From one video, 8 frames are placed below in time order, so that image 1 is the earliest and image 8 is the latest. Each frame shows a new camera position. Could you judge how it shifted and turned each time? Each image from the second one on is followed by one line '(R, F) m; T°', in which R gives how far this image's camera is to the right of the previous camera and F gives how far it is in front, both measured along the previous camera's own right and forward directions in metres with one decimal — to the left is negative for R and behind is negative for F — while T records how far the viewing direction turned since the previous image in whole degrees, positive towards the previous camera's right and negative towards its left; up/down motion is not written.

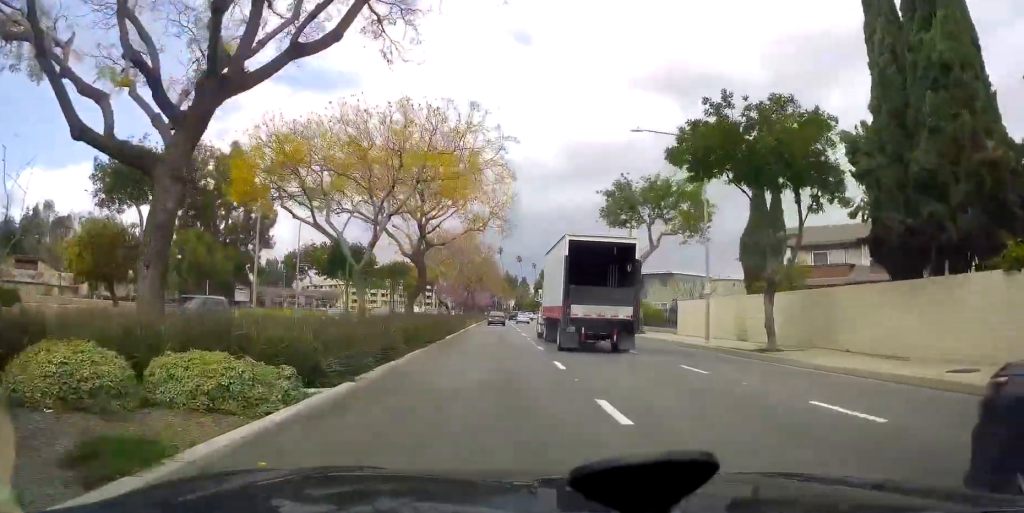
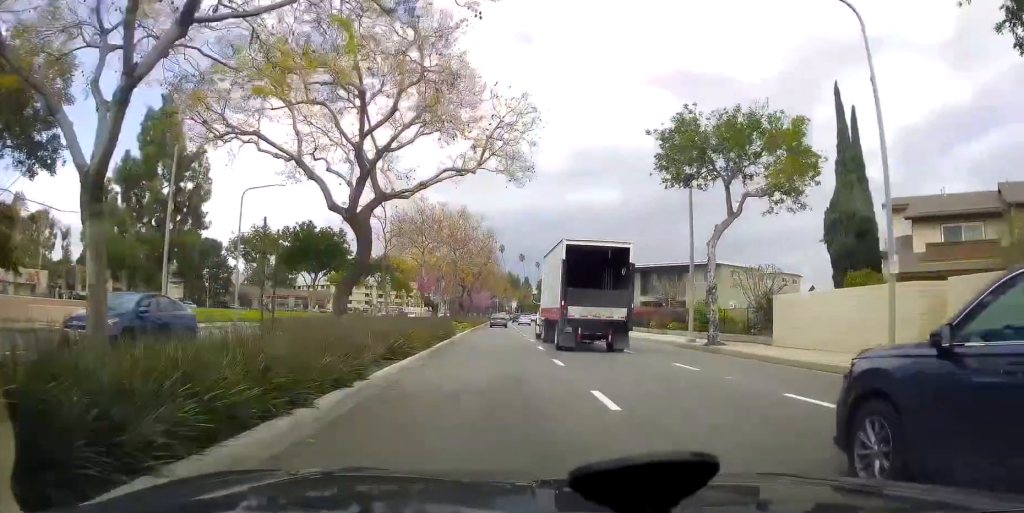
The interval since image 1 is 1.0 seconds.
(-0.4, +13.7) m; -1°
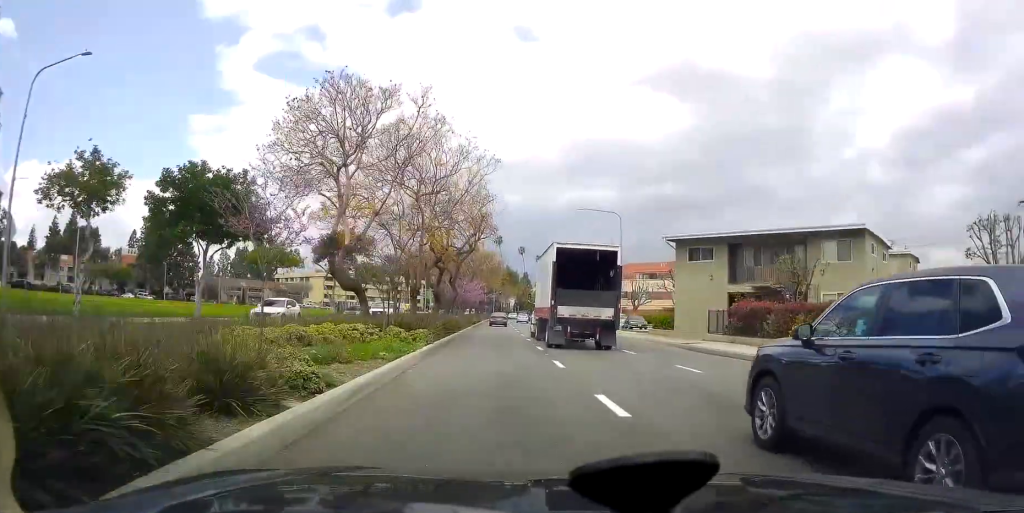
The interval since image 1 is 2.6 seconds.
(+0.5, +22.8) m; +3°
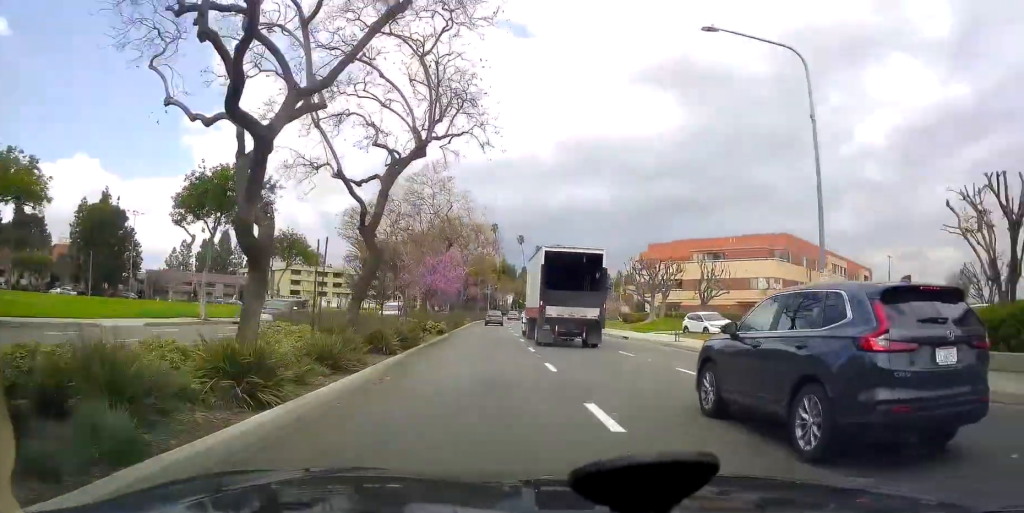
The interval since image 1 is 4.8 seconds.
(+0.1, +30.9) m; 0°
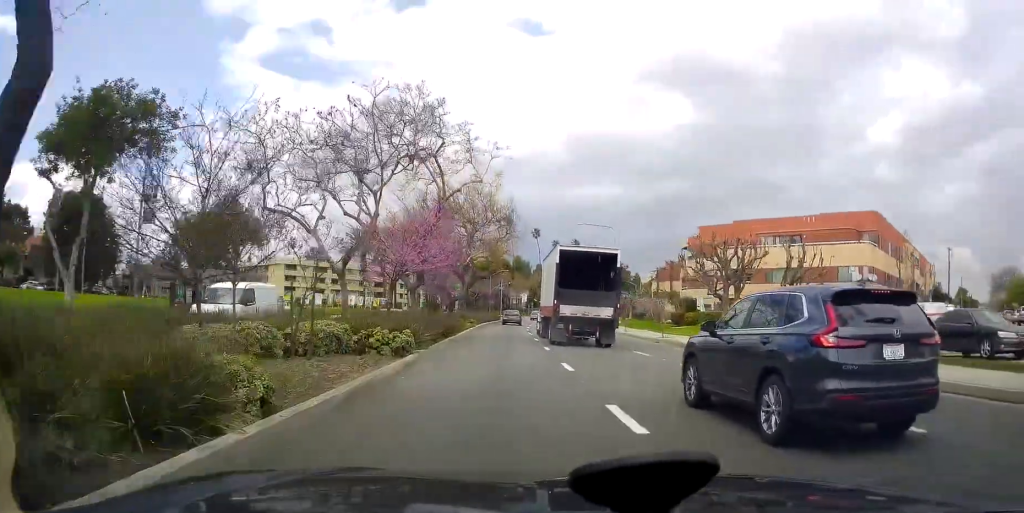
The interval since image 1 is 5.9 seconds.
(-0.1, +15.0) m; -1°
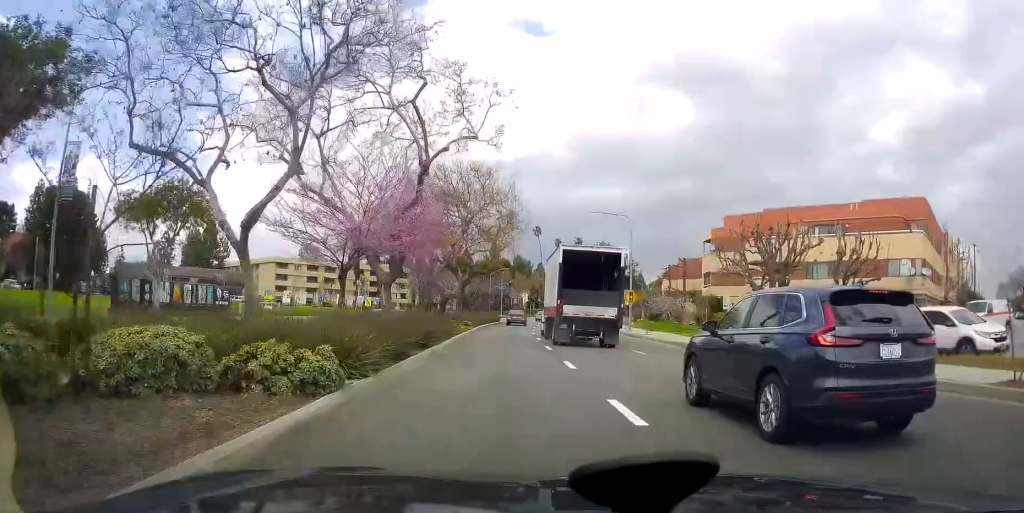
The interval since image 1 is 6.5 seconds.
(-0.1, +6.9) m; -1°
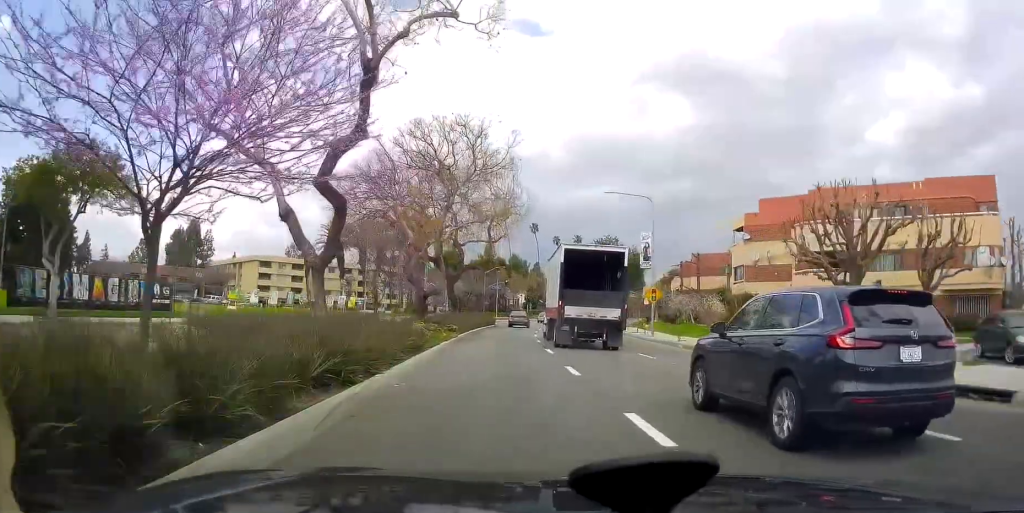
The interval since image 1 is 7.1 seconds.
(0.0, +8.5) m; -1°
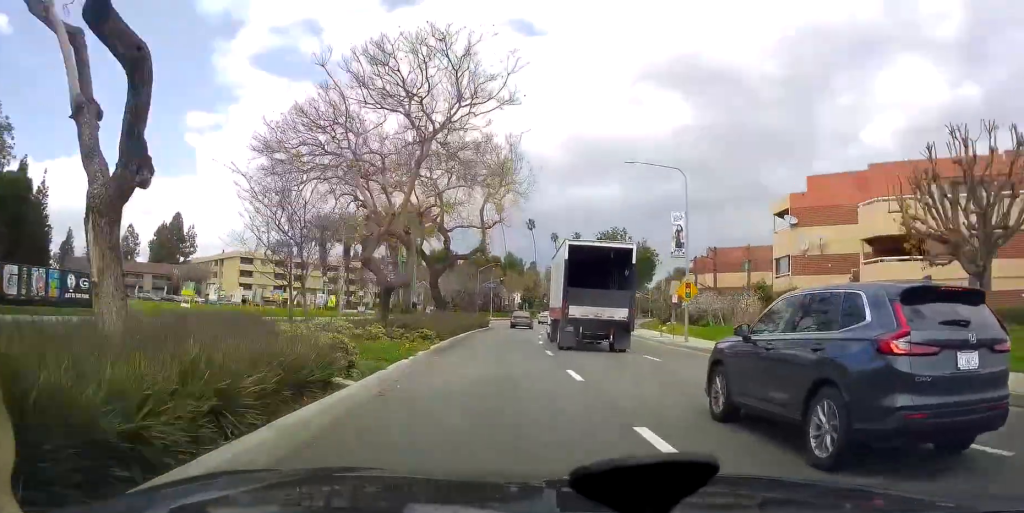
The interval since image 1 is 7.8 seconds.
(-0.2, +8.4) m; +3°
